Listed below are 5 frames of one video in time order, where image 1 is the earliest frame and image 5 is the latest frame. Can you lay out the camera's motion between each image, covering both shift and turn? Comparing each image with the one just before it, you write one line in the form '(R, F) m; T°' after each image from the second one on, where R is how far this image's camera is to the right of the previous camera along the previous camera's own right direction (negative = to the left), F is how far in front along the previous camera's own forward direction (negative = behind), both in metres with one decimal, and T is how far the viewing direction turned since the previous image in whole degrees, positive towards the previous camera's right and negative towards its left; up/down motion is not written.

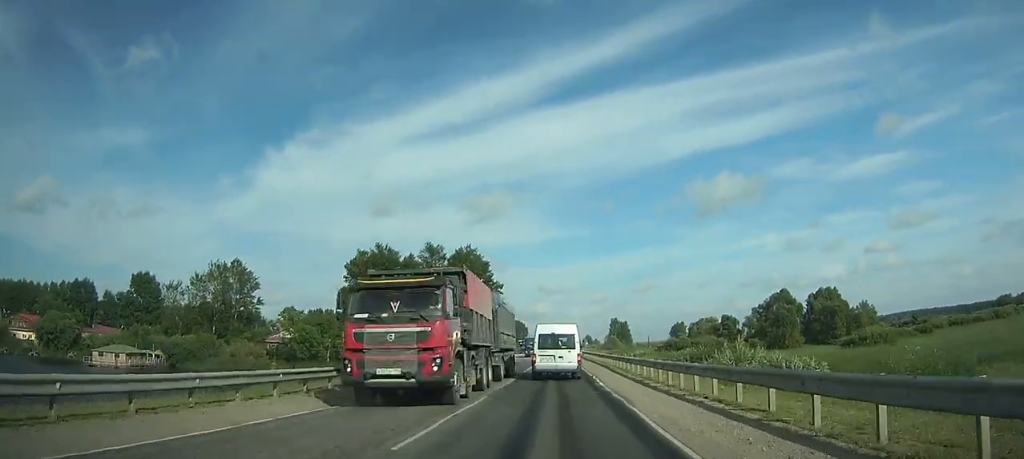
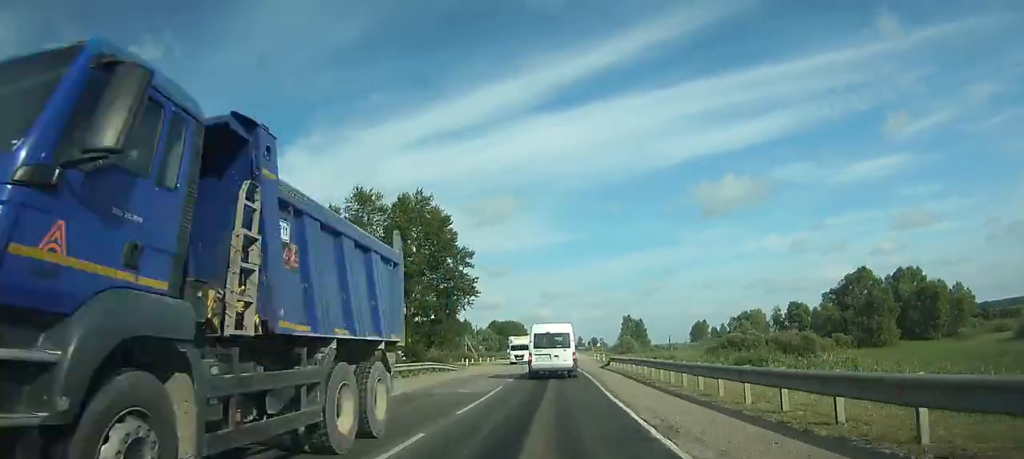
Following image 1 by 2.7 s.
(-0.1, +44.8) m; 0°
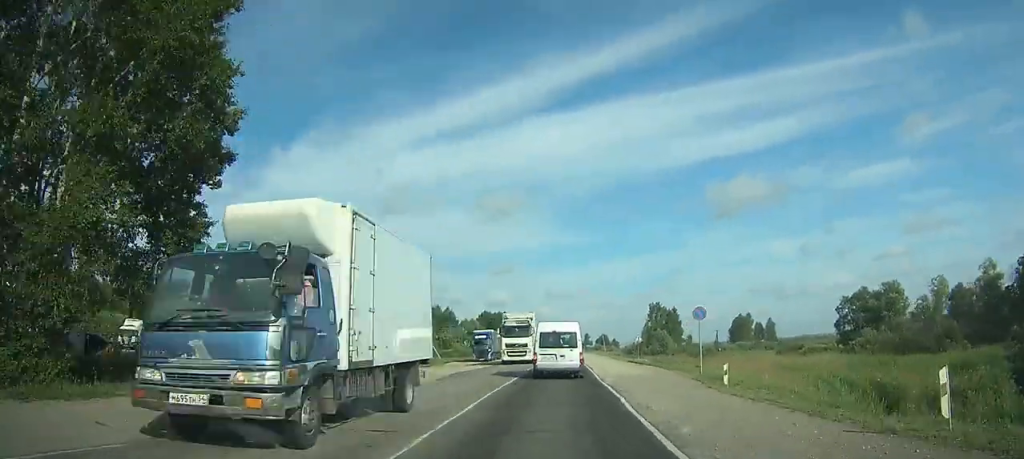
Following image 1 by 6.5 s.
(-0.1, +58.9) m; 0°
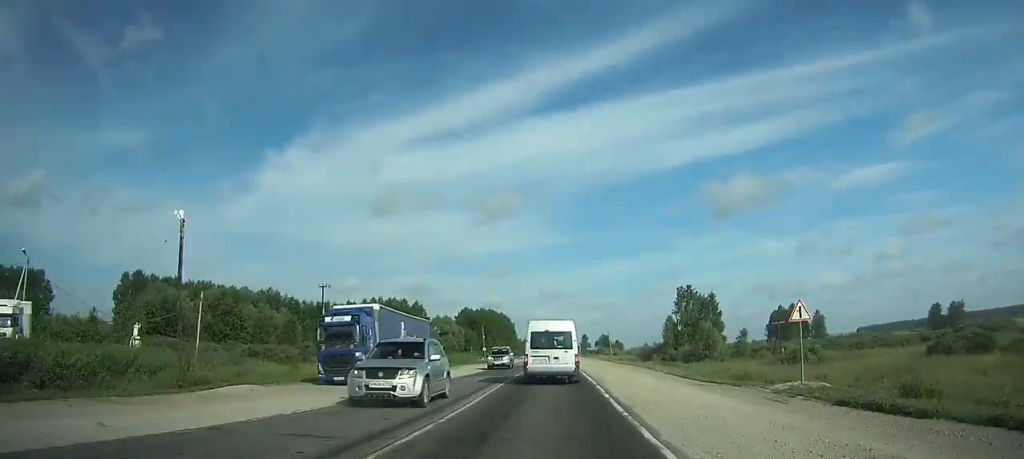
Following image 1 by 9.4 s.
(+0.1, +44.6) m; 0°
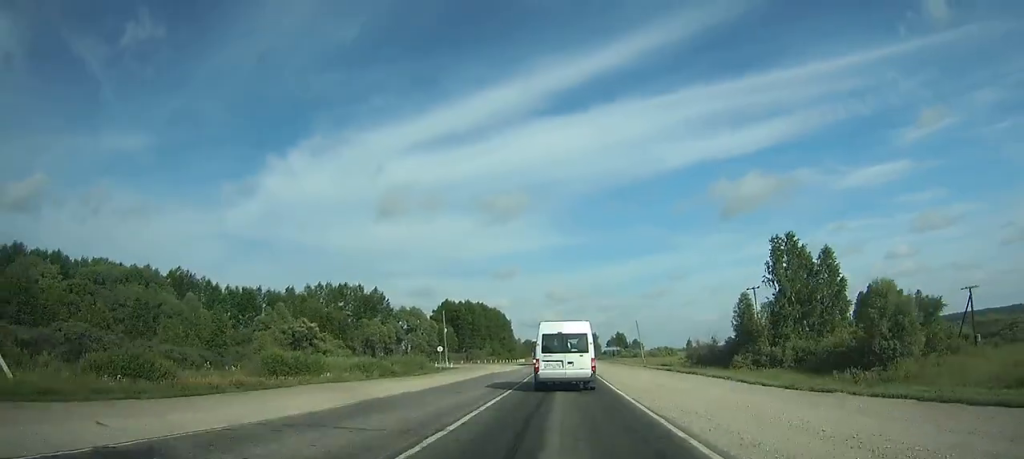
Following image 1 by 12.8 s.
(-0.1, +53.7) m; 0°
